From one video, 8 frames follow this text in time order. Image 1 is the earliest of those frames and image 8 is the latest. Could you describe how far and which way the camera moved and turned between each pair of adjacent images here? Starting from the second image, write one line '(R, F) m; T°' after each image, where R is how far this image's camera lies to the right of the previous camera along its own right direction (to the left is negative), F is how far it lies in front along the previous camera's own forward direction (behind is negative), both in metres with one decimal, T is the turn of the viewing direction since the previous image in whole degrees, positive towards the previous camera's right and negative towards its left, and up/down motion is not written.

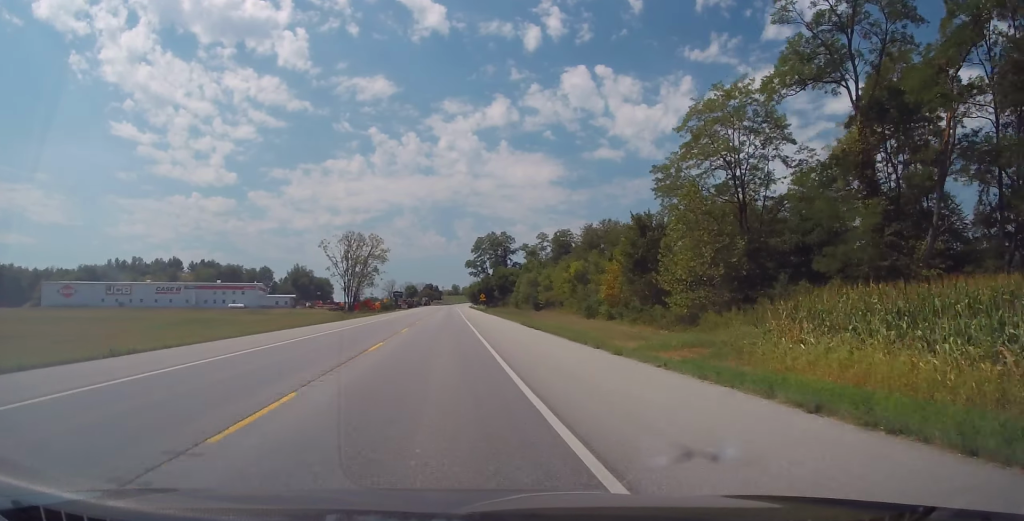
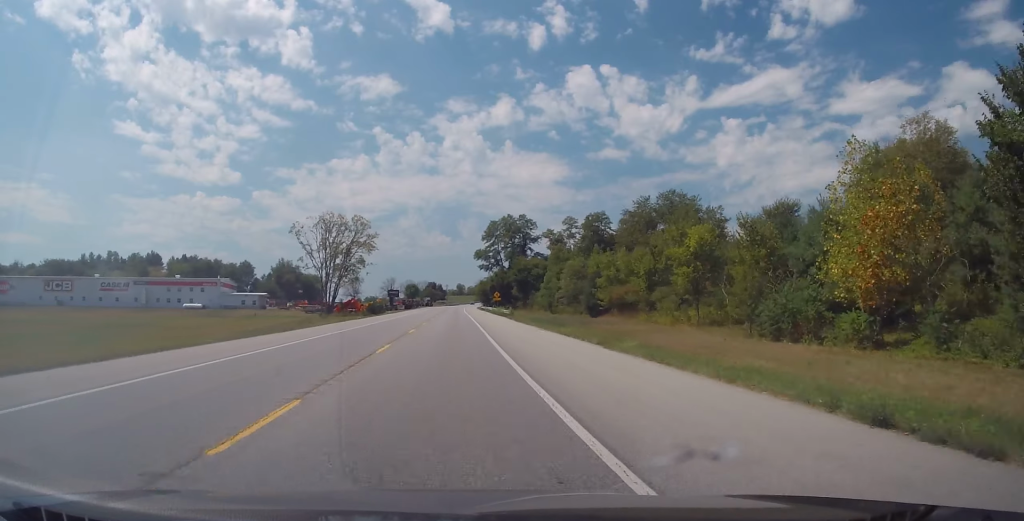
(-0.3, +36.5) m; 0°
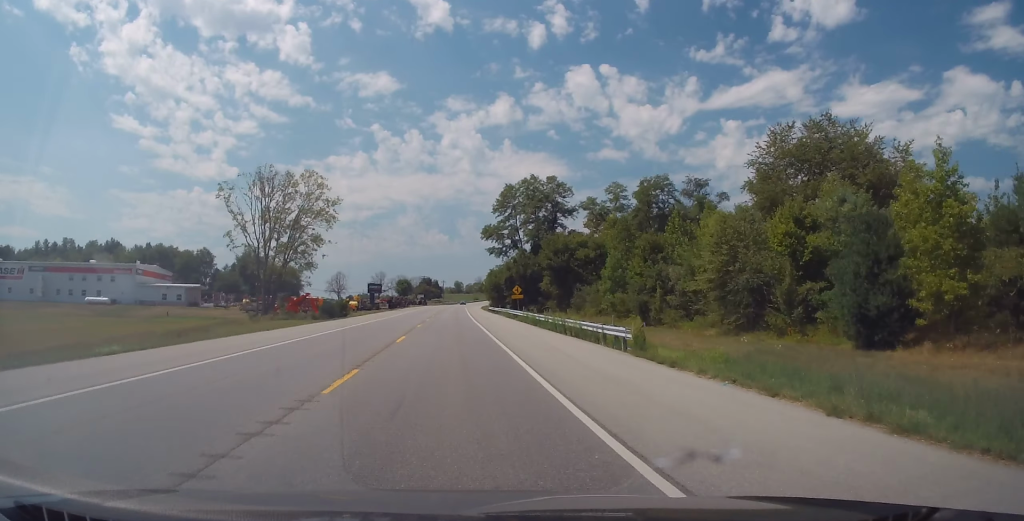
(+0.2, +43.9) m; 0°
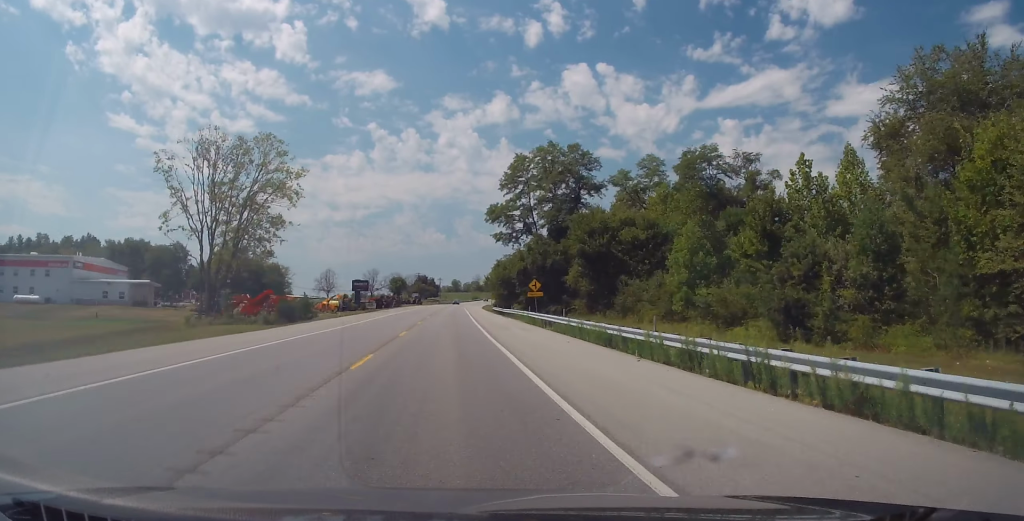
(-0.1, +20.9) m; 0°
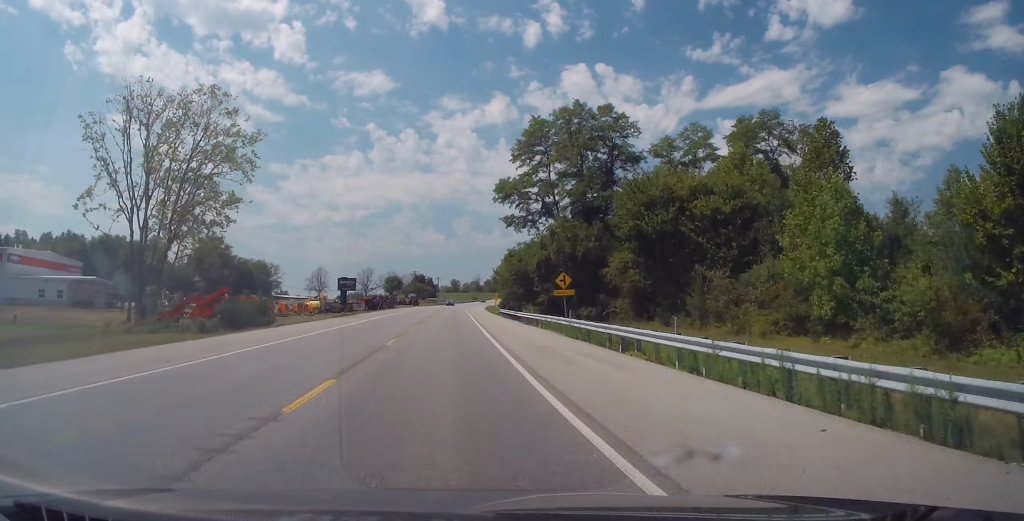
(-0.1, +17.1) m; 0°
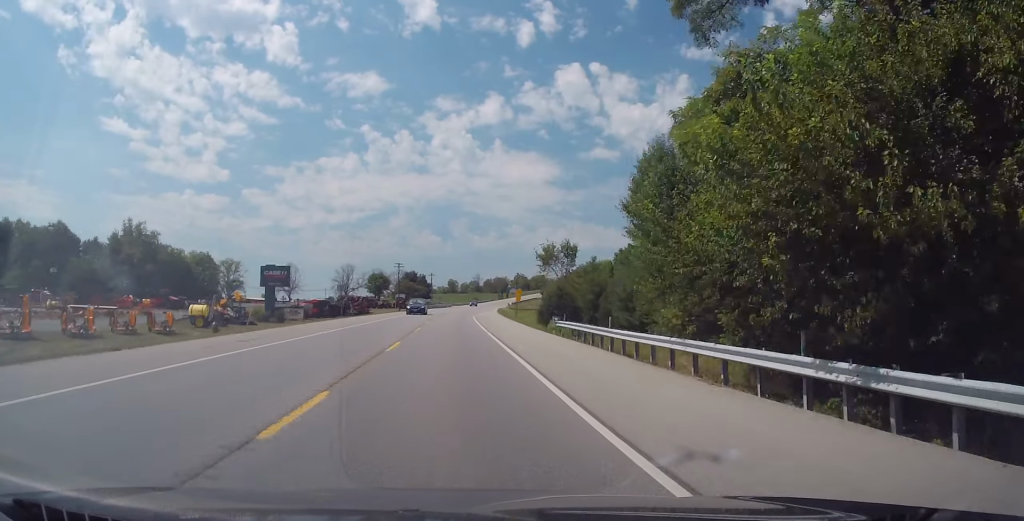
(+0.8, +50.1) m; +1°
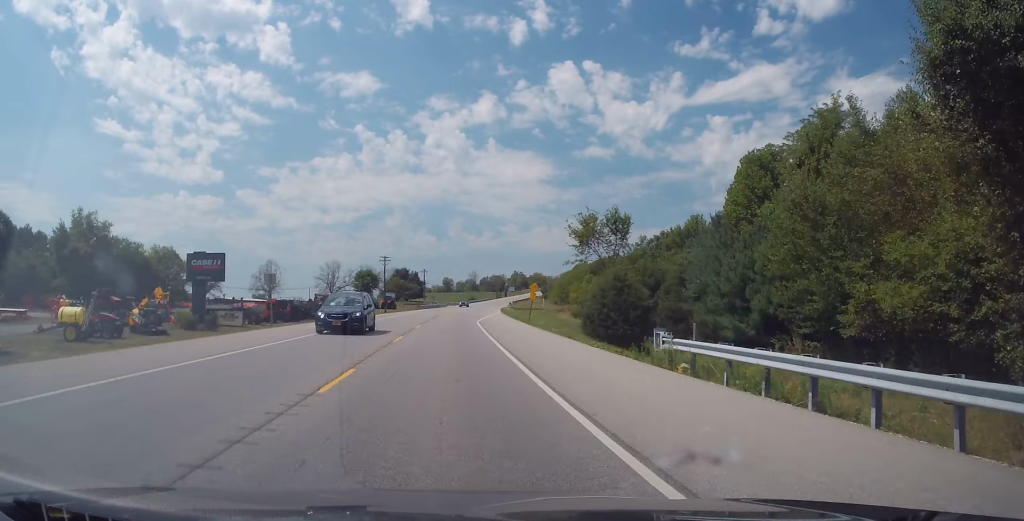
(-0.1, +20.8) m; 0°
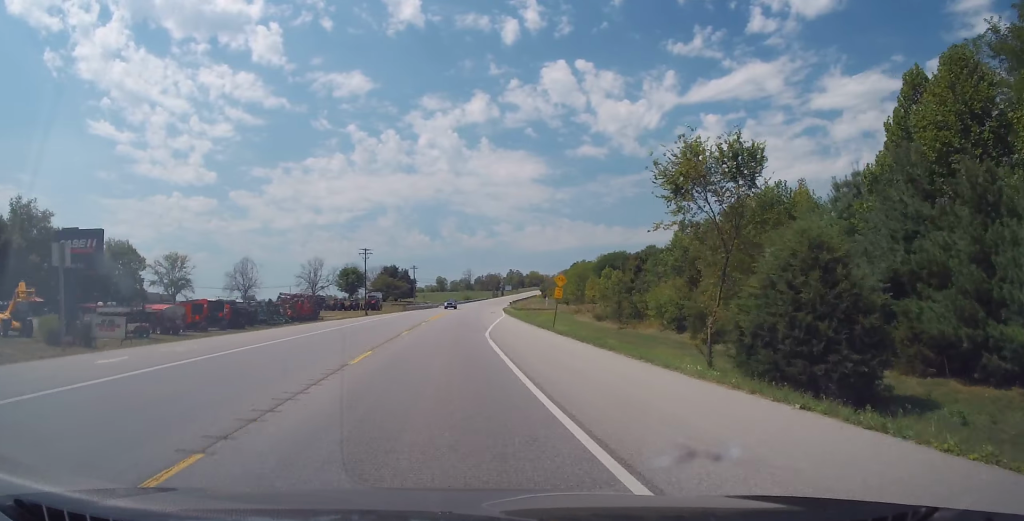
(-0.1, +19.9) m; 0°
